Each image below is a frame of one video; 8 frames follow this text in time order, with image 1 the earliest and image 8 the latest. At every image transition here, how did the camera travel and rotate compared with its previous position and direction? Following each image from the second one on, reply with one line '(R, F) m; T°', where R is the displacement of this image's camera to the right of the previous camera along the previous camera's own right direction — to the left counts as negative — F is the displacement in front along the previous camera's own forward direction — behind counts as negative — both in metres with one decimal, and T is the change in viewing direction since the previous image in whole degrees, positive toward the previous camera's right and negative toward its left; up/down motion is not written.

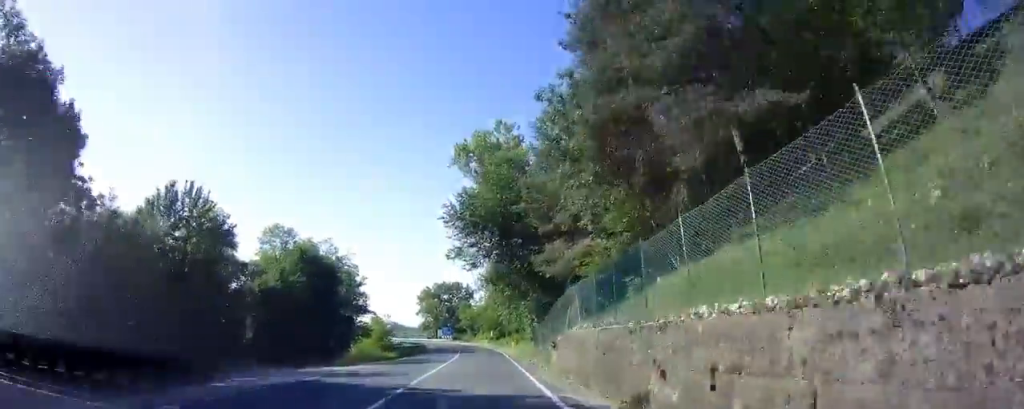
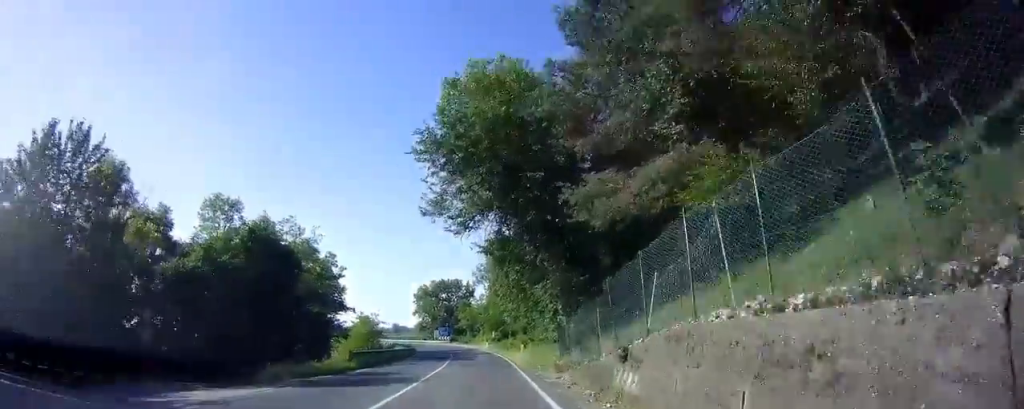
(-0.1, +10.6) m; -1°
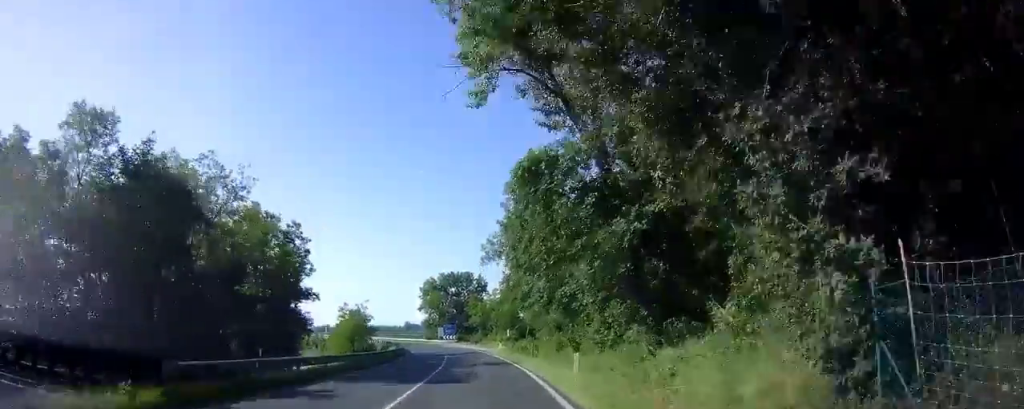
(-0.1, +15.7) m; -2°
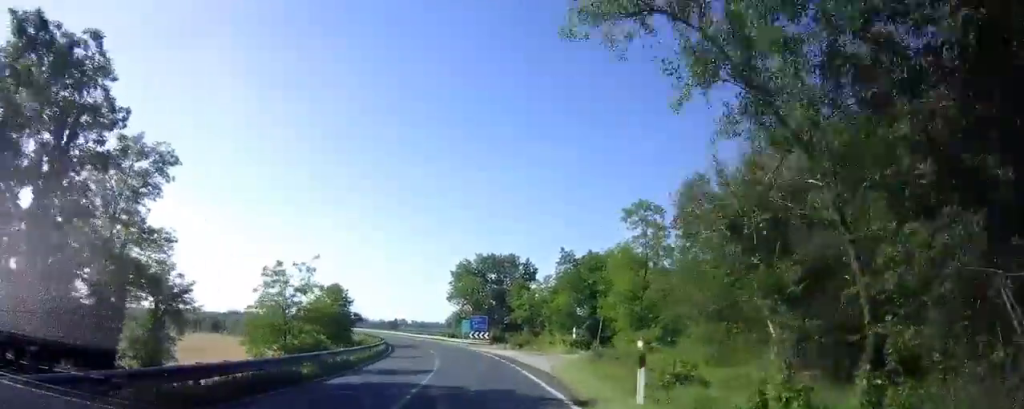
(-1.3, +32.1) m; -4°
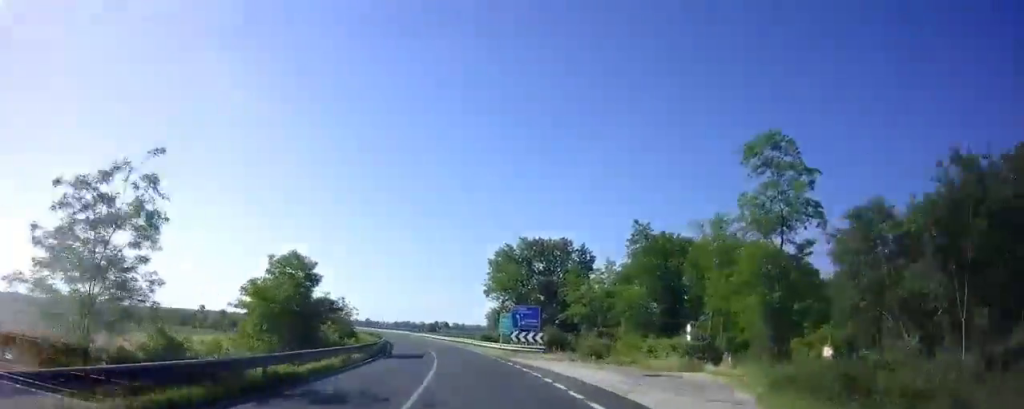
(-0.9, +21.9) m; -6°
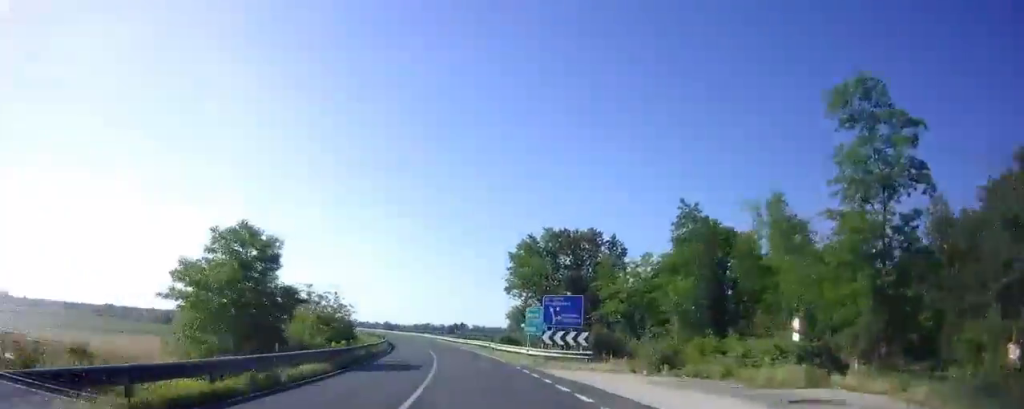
(-0.2, +10.2) m; -3°
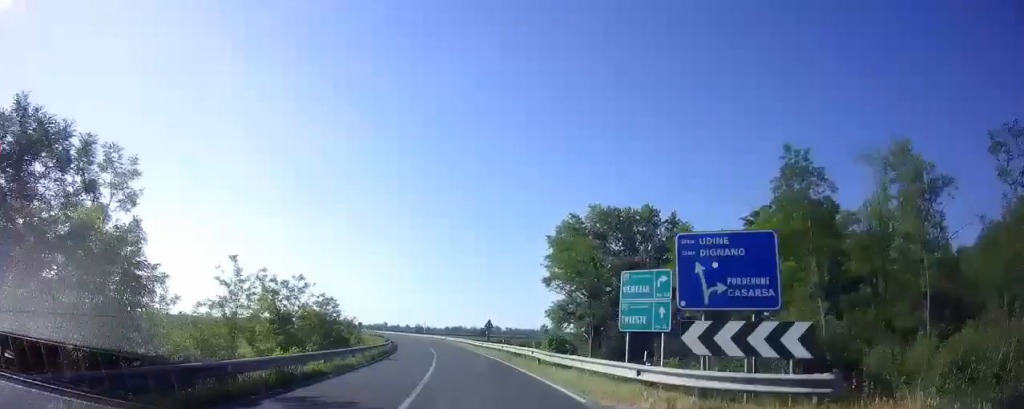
(-0.5, +14.5) m; -3°
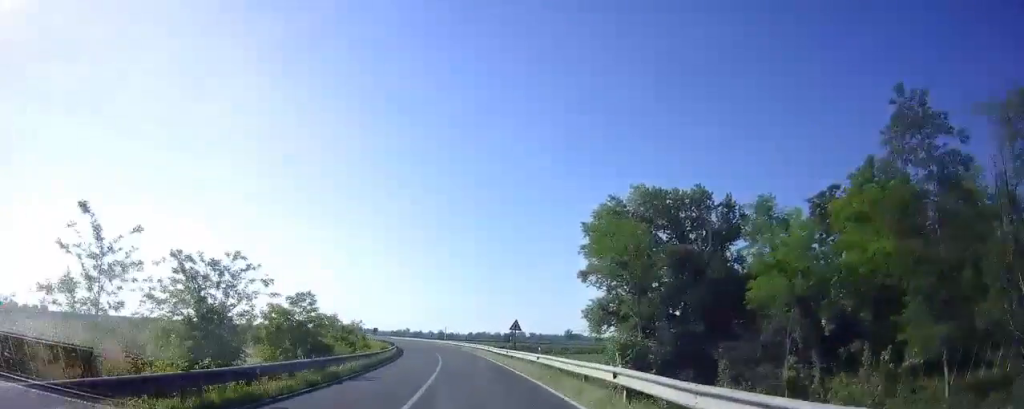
(-0.2, +11.6) m; -2°
